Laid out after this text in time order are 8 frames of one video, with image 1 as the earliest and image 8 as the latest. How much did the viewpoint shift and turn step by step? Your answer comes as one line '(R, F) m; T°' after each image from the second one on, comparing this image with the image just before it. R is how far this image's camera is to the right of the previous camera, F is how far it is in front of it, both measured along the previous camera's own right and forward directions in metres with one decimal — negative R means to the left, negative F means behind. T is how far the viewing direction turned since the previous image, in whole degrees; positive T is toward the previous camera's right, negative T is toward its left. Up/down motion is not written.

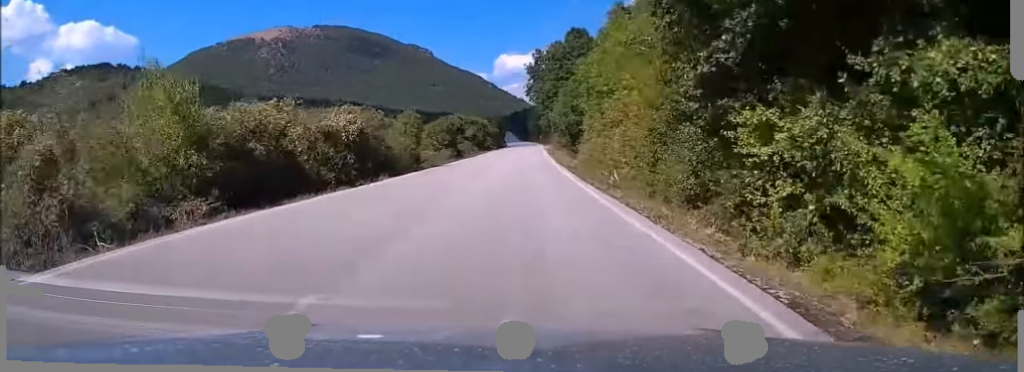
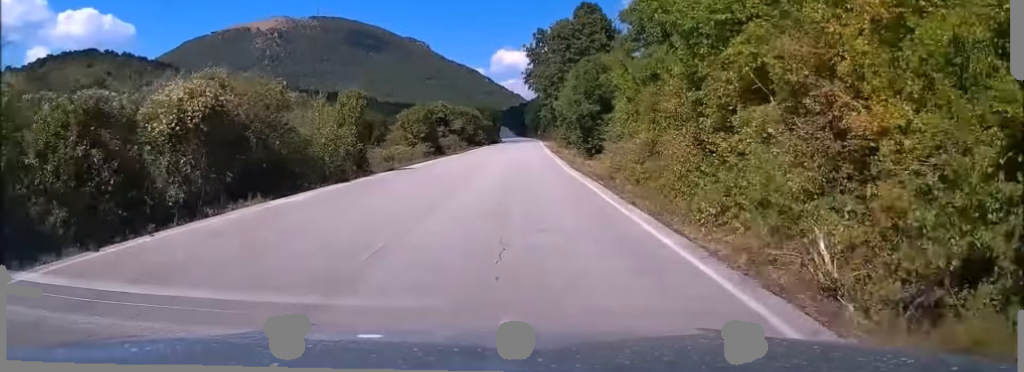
(+0.1, +14.6) m; 0°
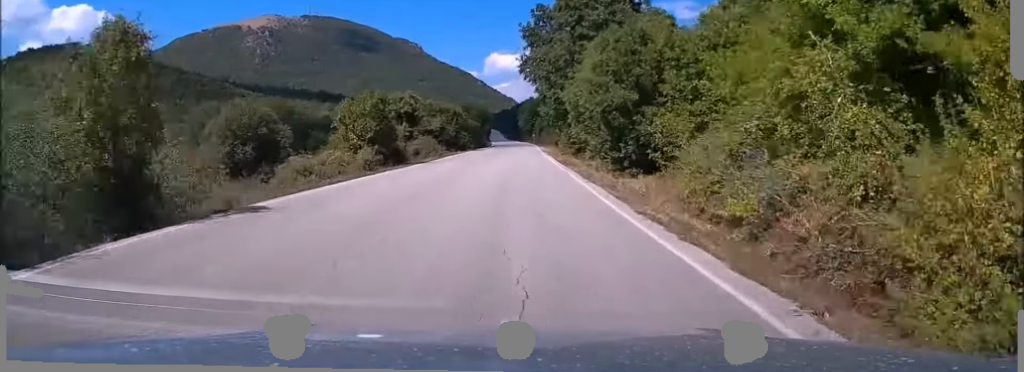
(-0.1, +17.7) m; 0°
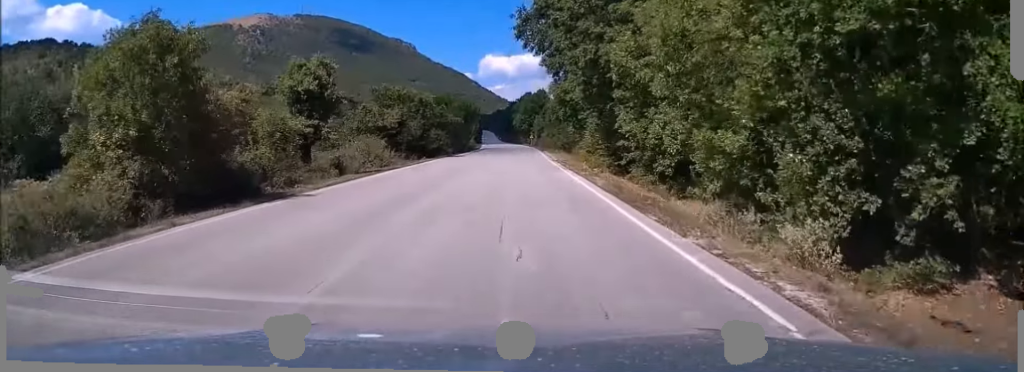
(+0.2, +24.8) m; +1°
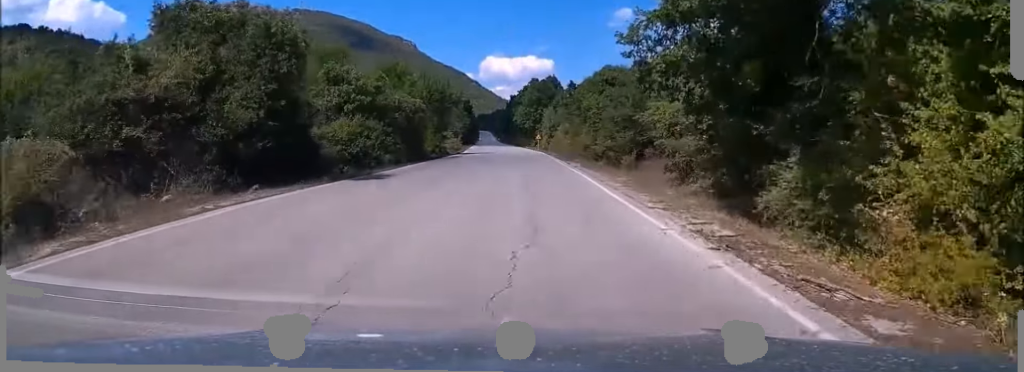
(+0.1, +33.7) m; +1°
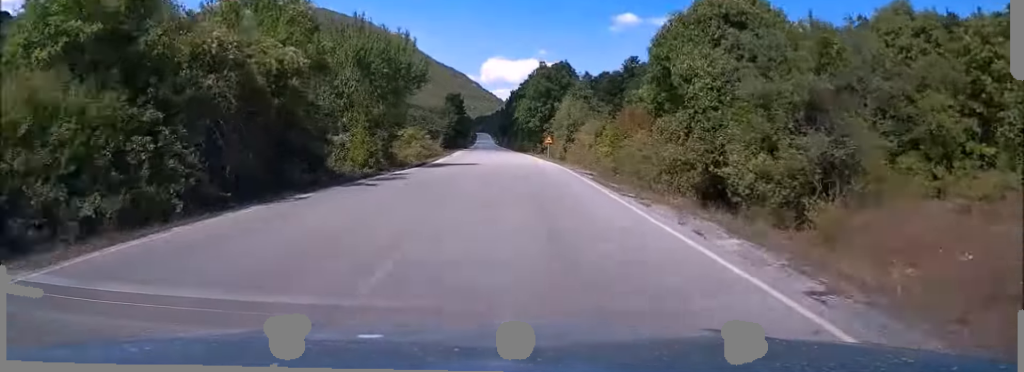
(+0.2, +24.8) m; 0°
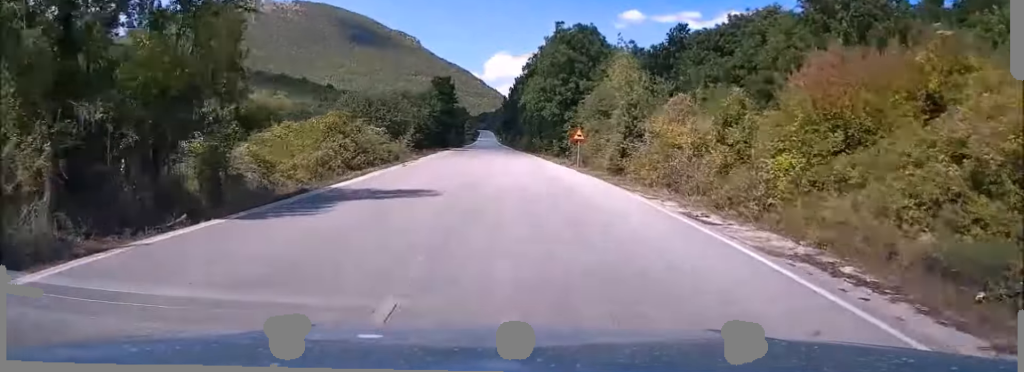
(0.0, +25.0) m; 0°
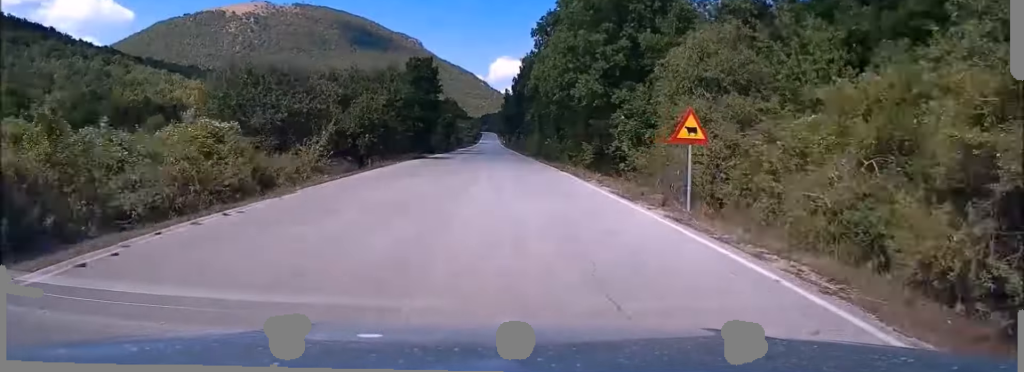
(-0.1, +22.0) m; 0°
